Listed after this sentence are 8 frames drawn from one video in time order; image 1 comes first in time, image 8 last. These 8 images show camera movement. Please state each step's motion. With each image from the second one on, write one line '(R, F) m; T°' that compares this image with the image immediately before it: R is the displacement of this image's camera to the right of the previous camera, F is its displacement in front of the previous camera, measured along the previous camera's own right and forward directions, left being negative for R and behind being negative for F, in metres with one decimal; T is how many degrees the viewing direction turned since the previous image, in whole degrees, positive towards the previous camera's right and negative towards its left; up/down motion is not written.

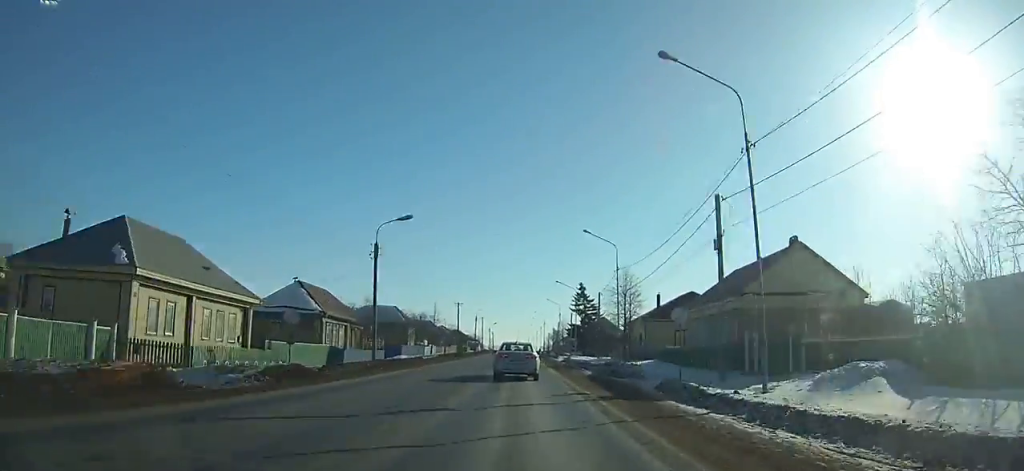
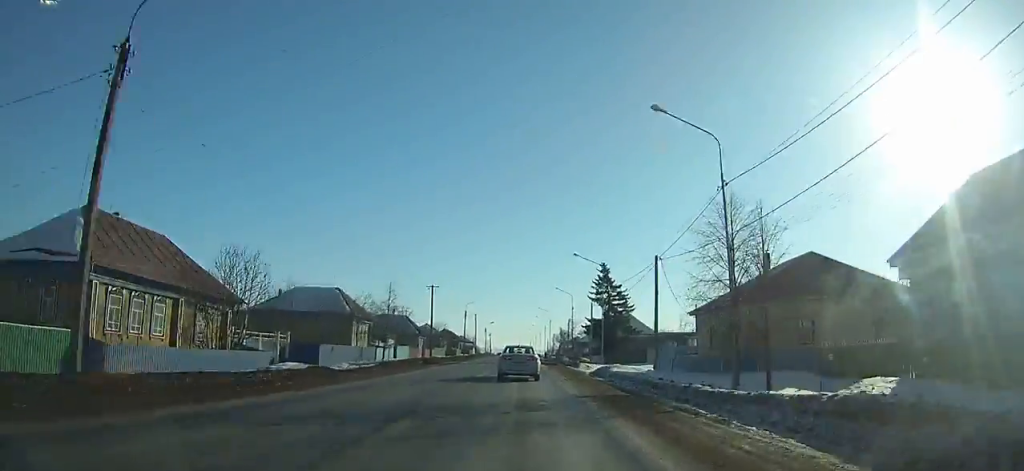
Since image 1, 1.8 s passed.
(-0.1, +26.1) m; 0°
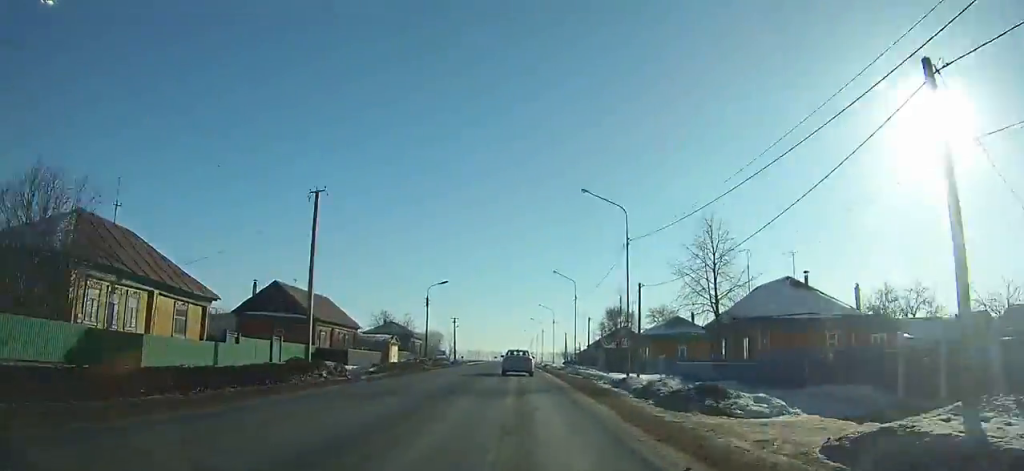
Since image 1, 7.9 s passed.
(0.0, +96.7) m; 0°
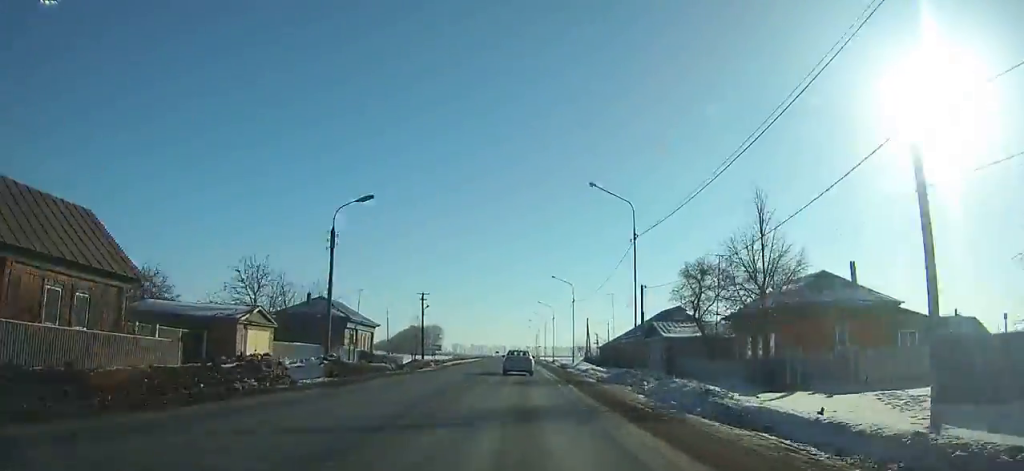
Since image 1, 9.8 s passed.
(0.0, +32.9) m; 0°
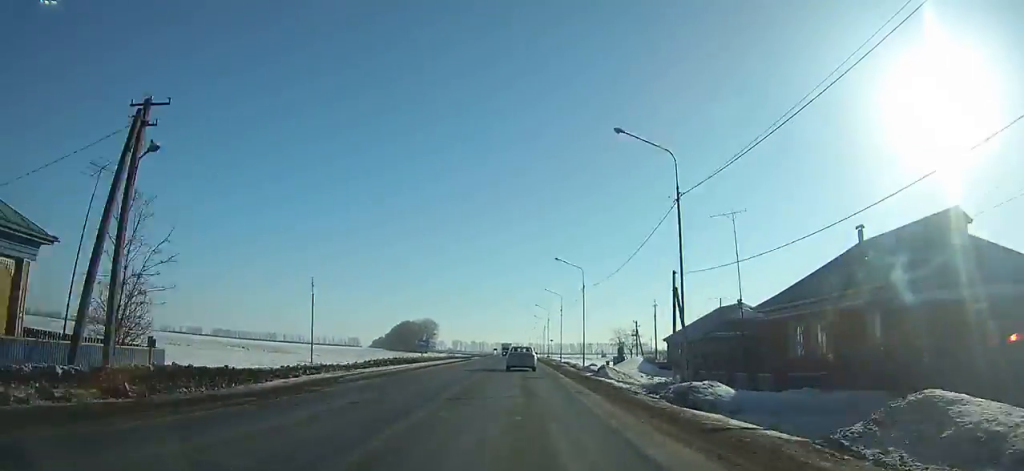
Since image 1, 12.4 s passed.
(0.0, +47.6) m; 0°
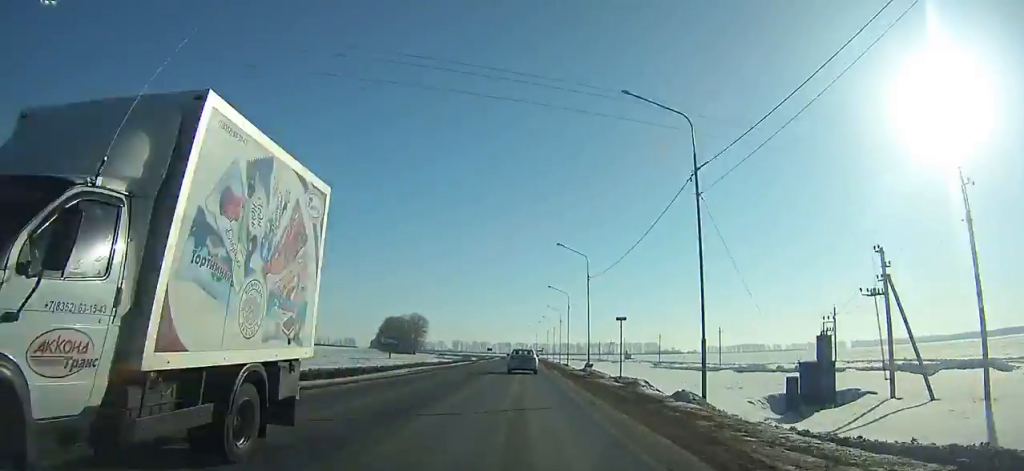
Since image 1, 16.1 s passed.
(-0.1, +70.0) m; 0°
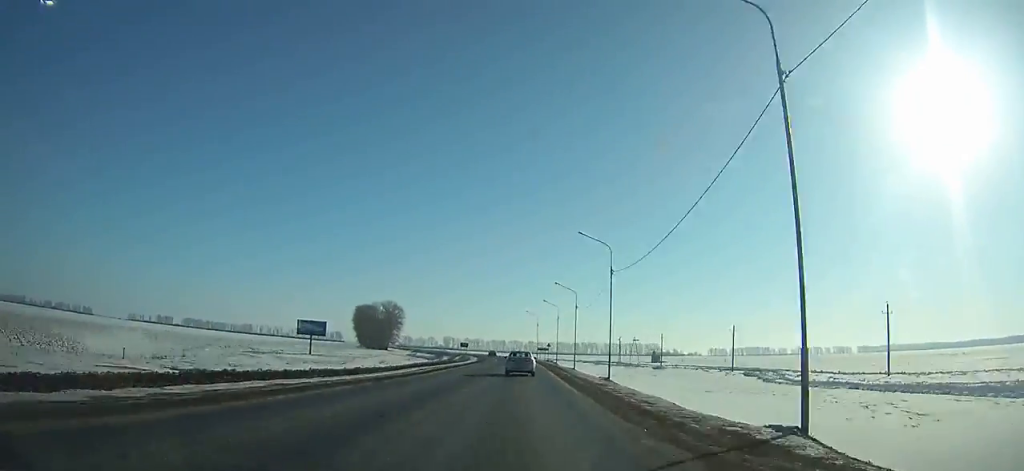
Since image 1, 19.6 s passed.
(+0.1, +68.0) m; 0°
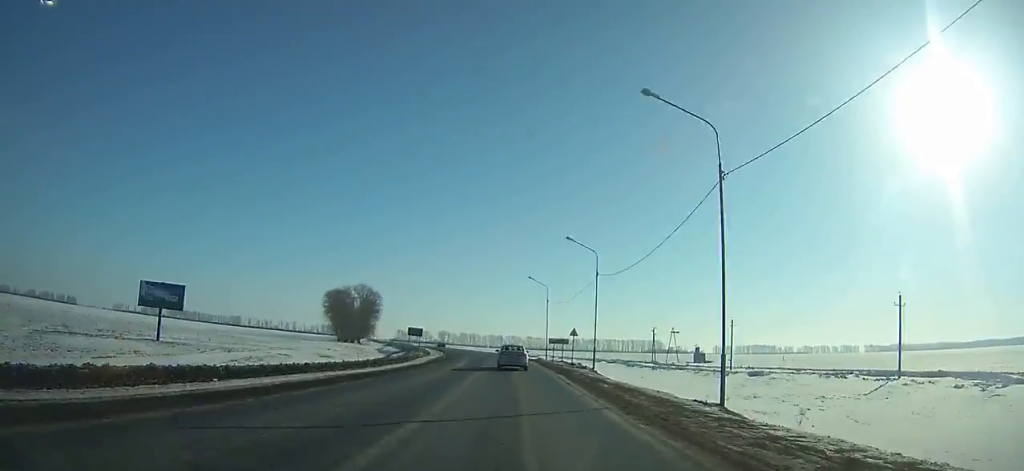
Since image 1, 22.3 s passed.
(0.0, +52.8) m; -2°
